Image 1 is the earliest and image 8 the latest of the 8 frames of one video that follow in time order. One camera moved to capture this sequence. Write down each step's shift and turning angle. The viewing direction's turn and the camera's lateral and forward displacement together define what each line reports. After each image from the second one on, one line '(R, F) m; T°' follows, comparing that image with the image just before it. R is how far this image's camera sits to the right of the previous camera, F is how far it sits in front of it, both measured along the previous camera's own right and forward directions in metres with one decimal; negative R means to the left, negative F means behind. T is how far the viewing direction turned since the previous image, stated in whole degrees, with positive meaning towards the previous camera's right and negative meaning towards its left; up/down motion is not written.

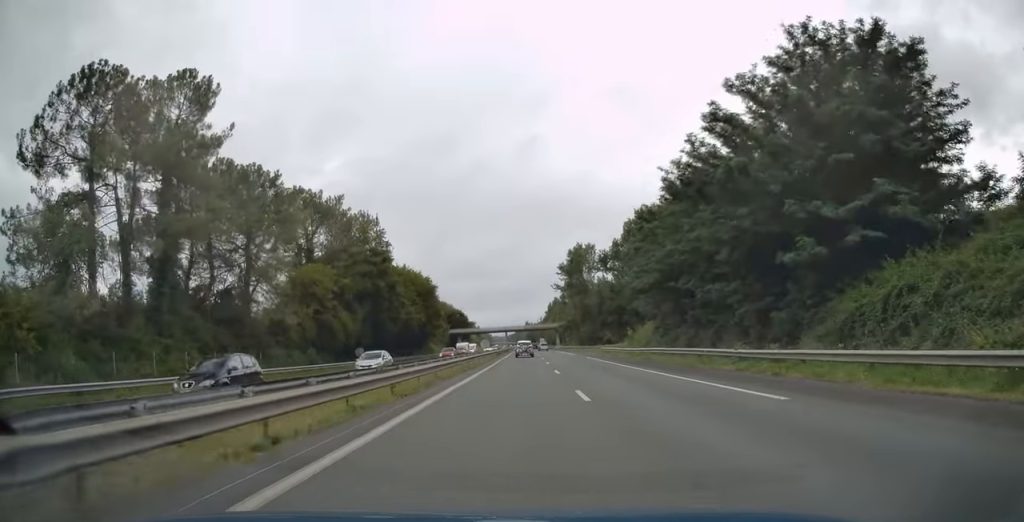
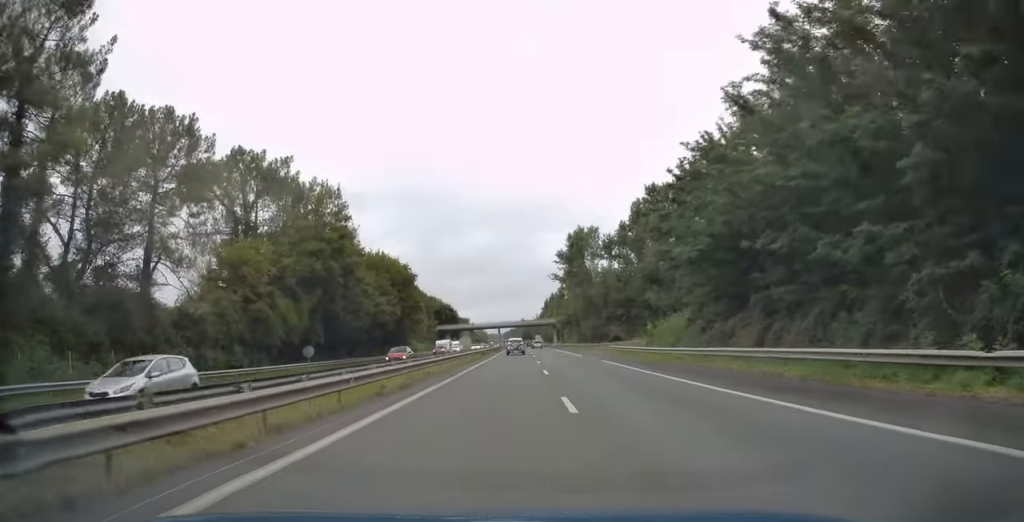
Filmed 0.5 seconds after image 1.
(0.0, +15.1) m; 0°
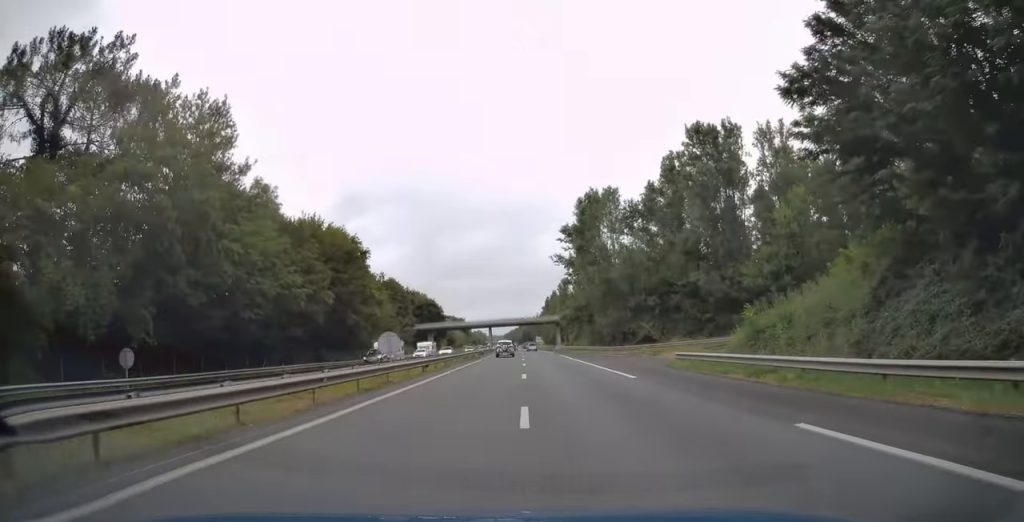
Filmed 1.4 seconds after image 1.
(+0.1, +27.1) m; 0°
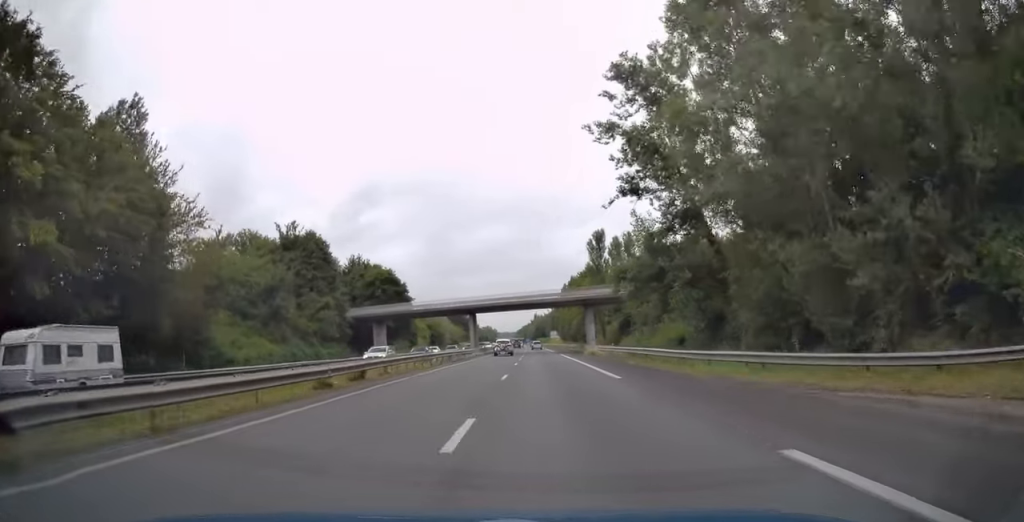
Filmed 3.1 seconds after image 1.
(+0.3, +53.9) m; 0°
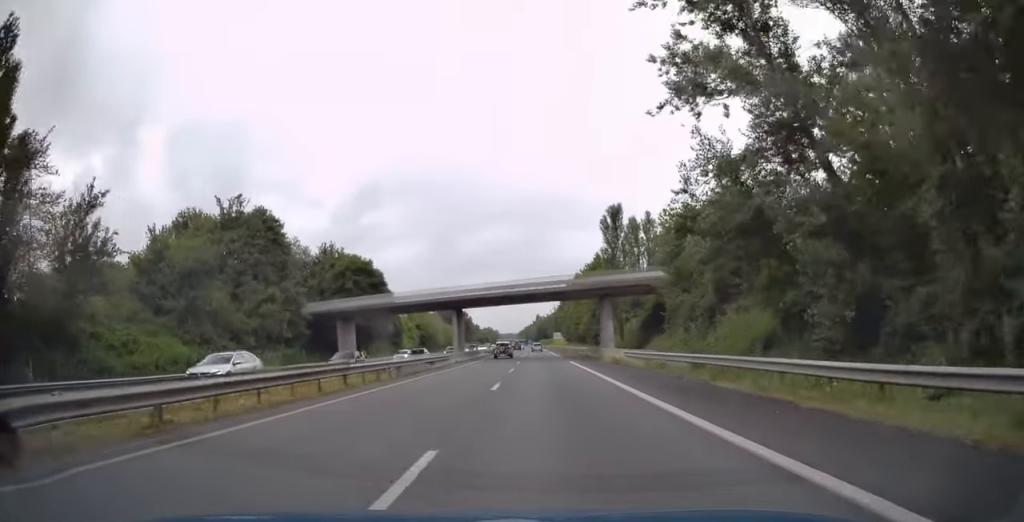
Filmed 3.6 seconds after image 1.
(0.0, +15.9) m; 0°
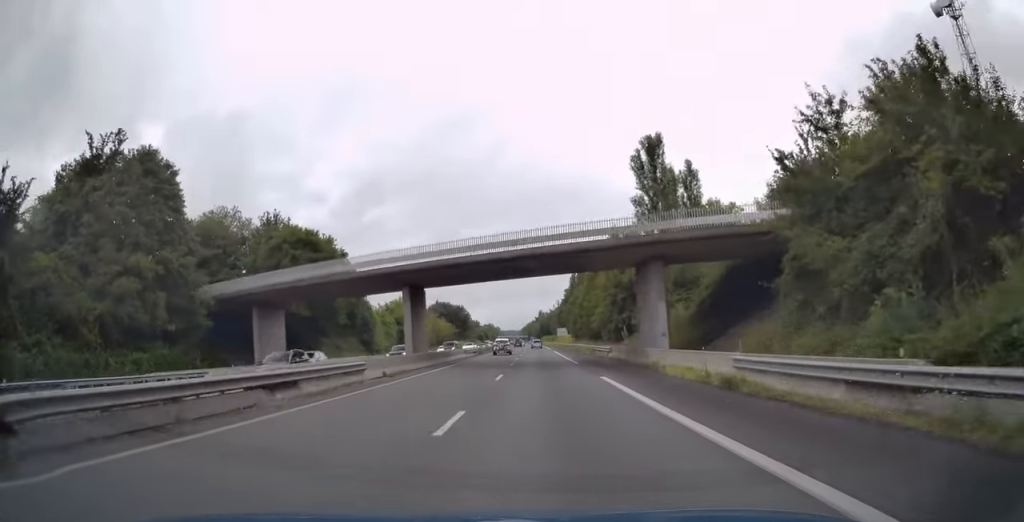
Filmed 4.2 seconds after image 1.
(-0.2, +21.7) m; -1°
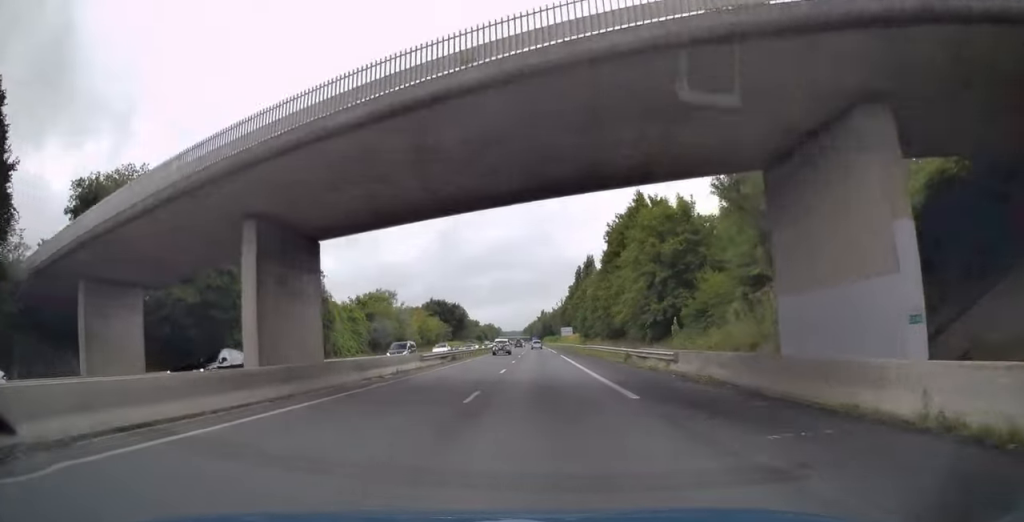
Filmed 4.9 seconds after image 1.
(-0.1, +21.3) m; 0°
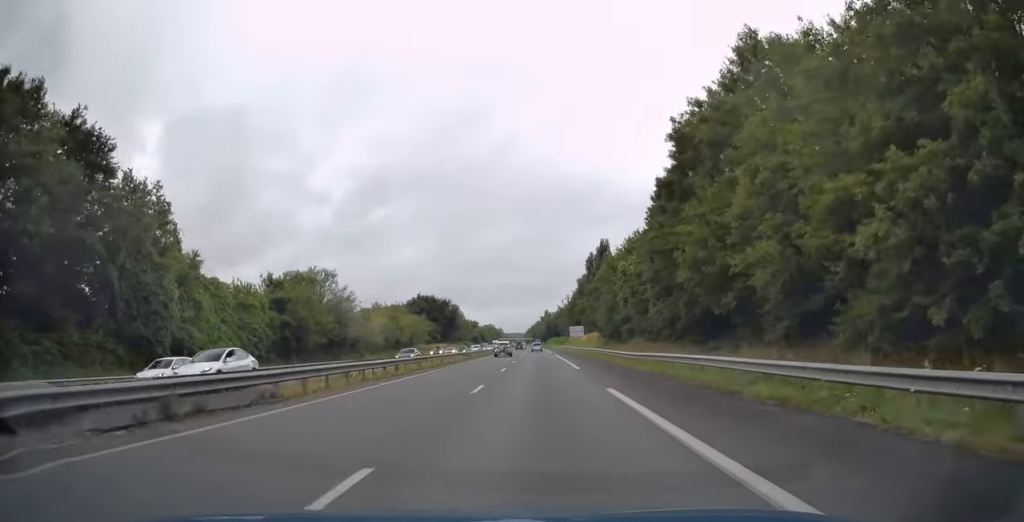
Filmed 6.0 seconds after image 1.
(-0.2, +35.9) m; -1°
